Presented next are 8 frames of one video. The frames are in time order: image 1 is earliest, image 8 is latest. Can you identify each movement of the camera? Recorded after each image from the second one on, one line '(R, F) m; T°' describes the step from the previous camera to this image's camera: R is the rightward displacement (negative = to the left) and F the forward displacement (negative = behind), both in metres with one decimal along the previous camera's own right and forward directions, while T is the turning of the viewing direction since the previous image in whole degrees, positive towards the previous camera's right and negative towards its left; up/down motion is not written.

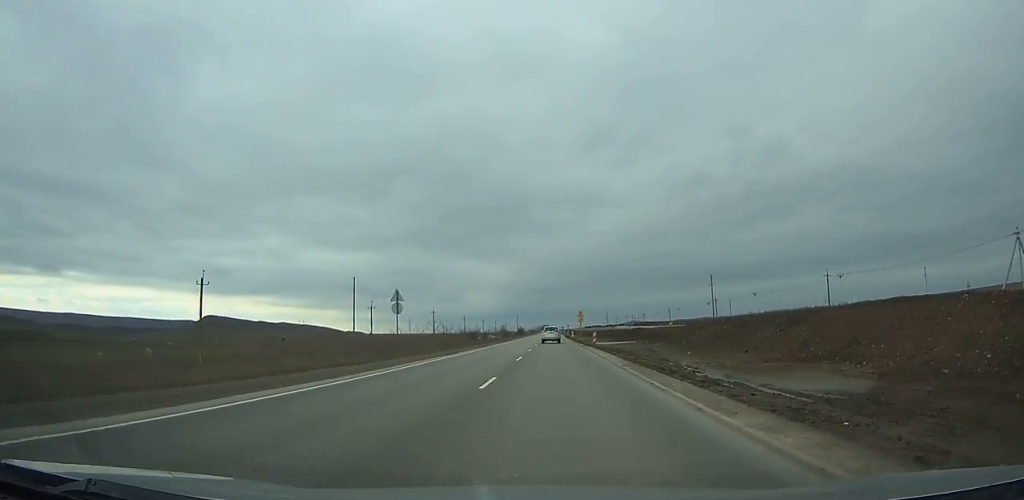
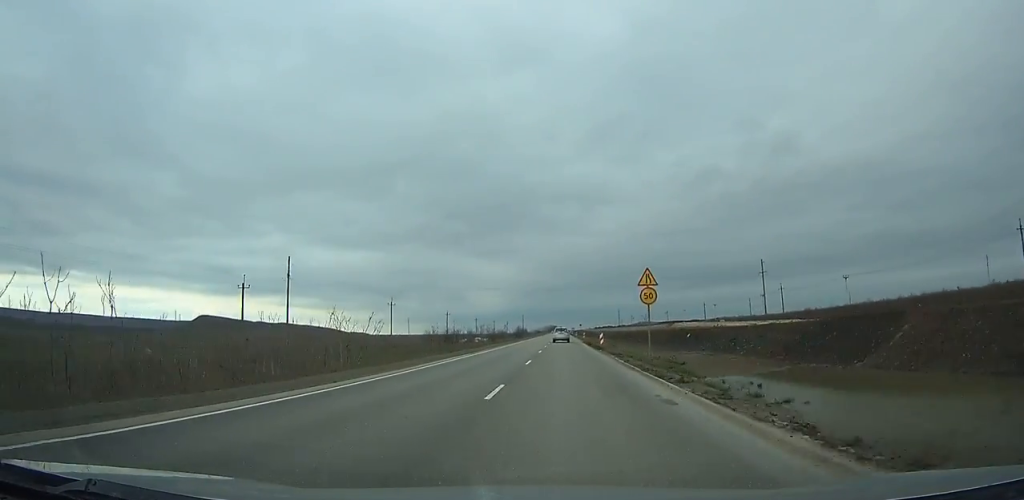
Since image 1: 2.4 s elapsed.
(+0.1, +50.2) m; 0°
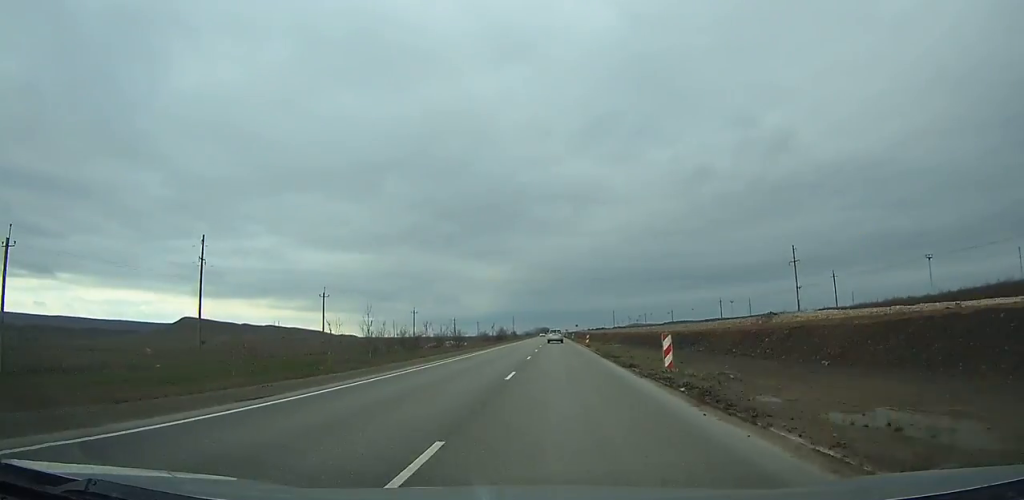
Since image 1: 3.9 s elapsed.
(+0.1, +31.7) m; 0°
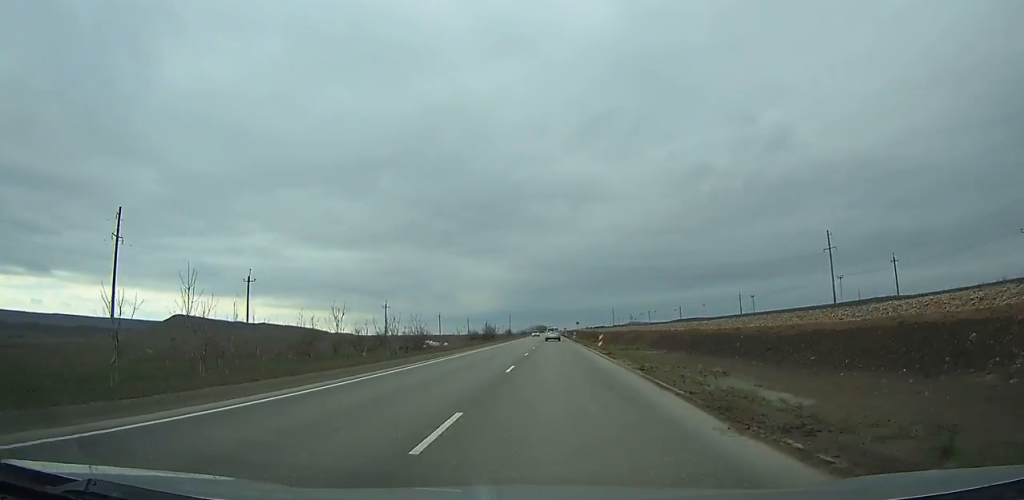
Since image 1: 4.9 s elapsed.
(0.0, +21.8) m; 0°
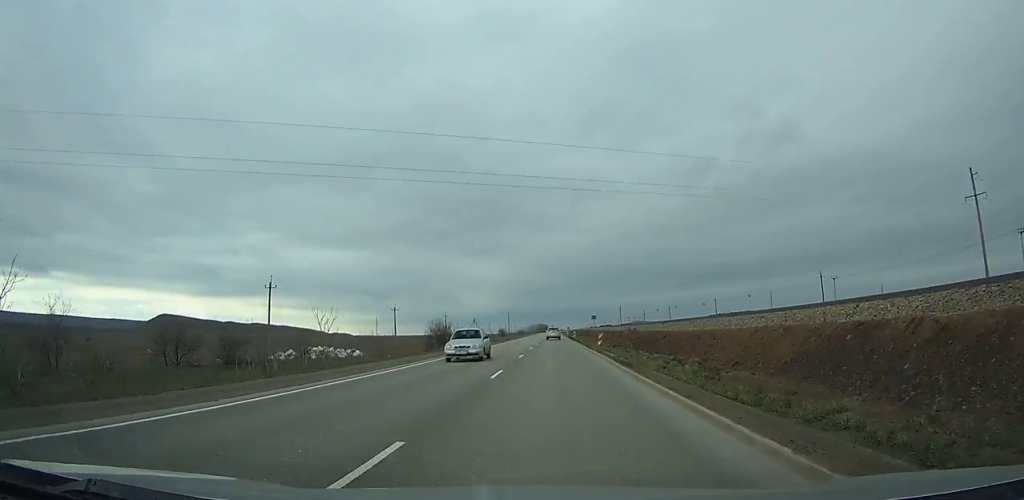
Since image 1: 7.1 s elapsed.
(-0.2, +50.7) m; -1°
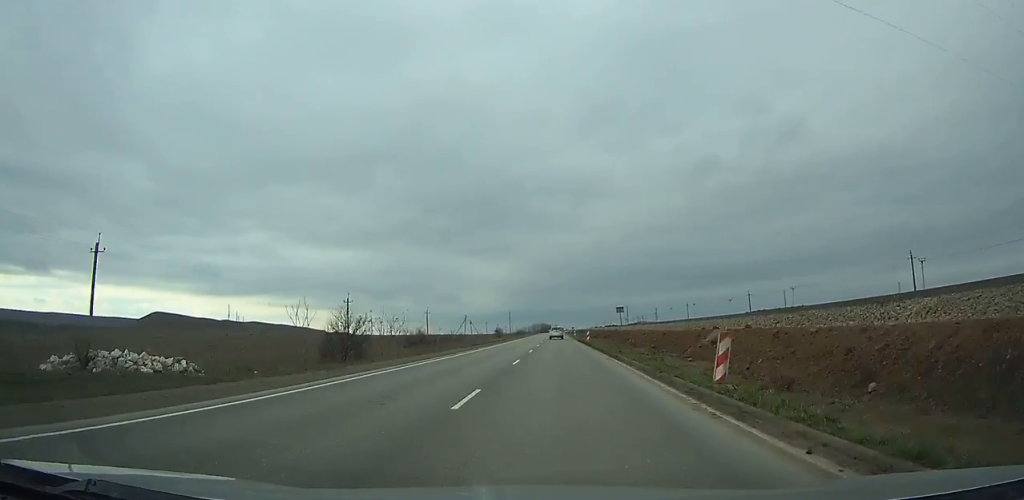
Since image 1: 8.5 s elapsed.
(-0.1, +30.3) m; 0°
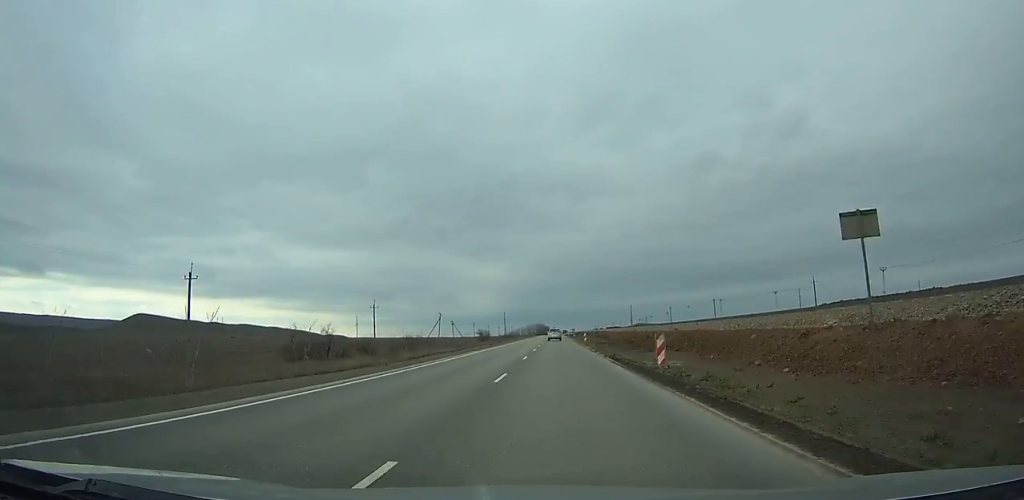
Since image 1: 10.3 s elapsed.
(0.0, +43.0) m; +1°
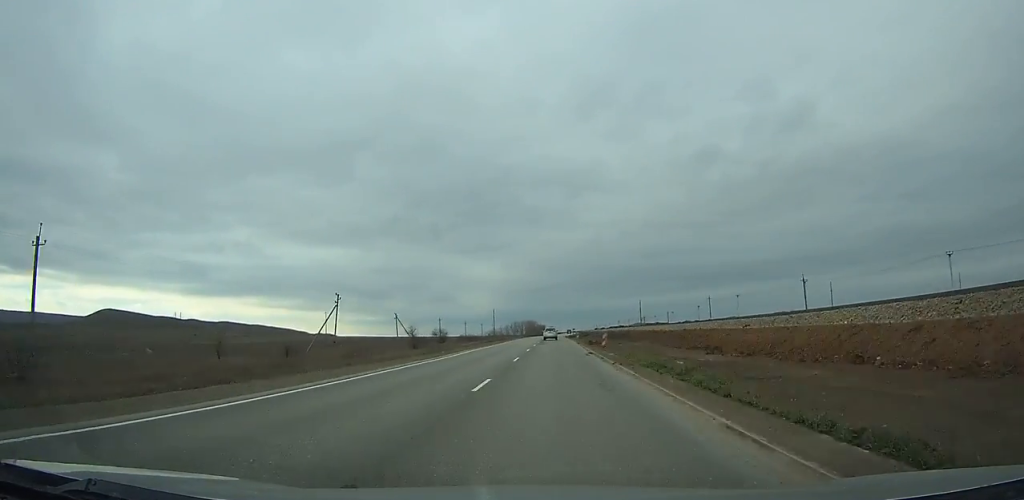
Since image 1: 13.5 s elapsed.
(+0.7, +74.6) m; 0°
